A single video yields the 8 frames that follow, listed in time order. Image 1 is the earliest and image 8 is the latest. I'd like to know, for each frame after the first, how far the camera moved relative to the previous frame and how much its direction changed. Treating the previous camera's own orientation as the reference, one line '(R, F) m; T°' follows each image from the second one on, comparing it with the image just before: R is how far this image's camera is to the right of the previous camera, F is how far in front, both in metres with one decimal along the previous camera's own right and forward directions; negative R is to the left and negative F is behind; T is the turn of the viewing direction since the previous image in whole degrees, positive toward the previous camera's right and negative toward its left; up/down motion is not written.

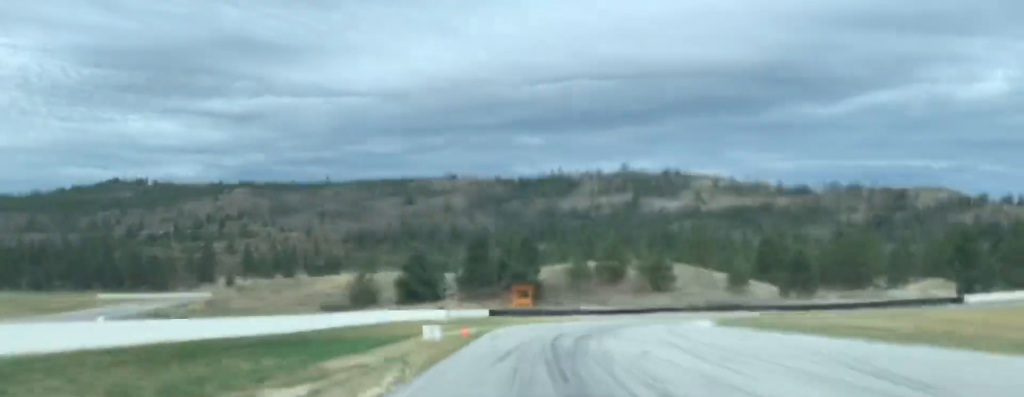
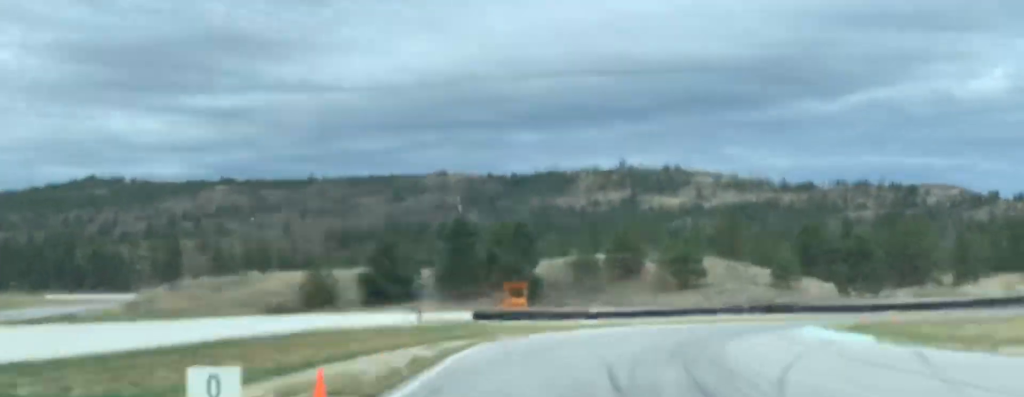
(+0.2, +22.3) m; +3°
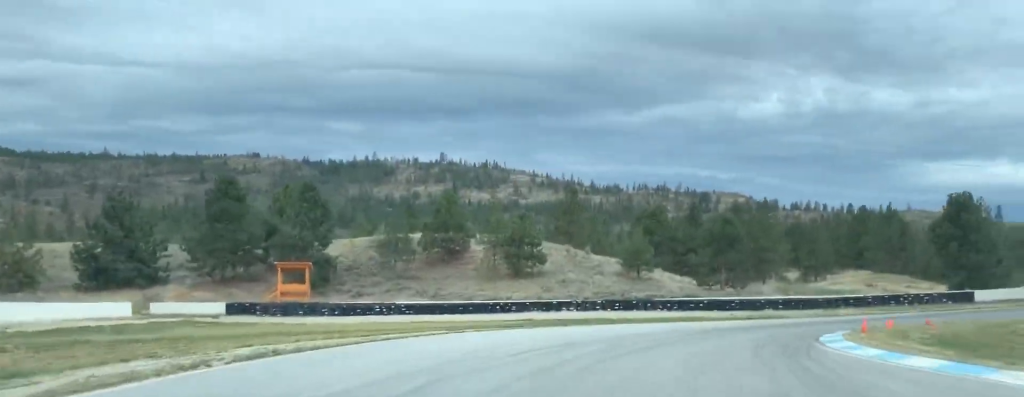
(+1.4, +28.4) m; +14°
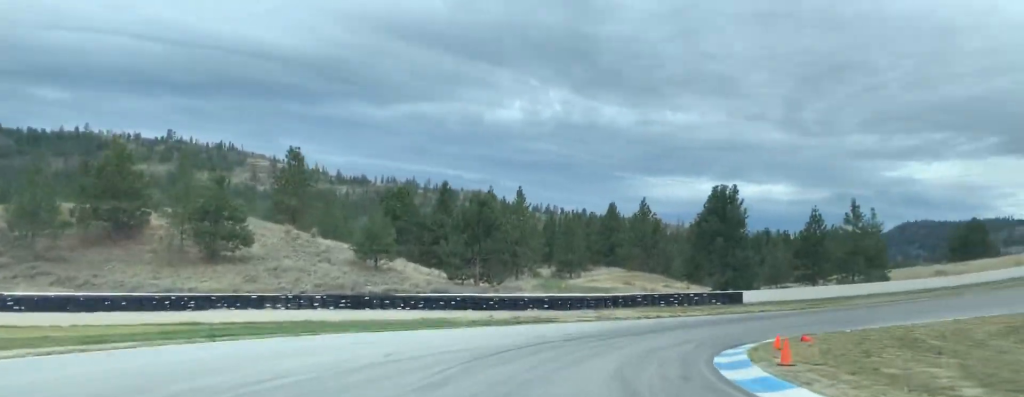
(+1.9, +17.1) m; +18°
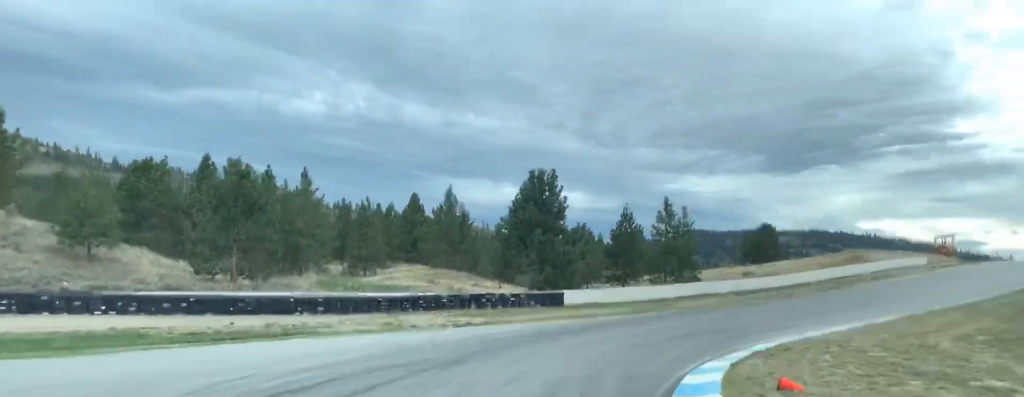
(+1.3, +12.0) m; +16°
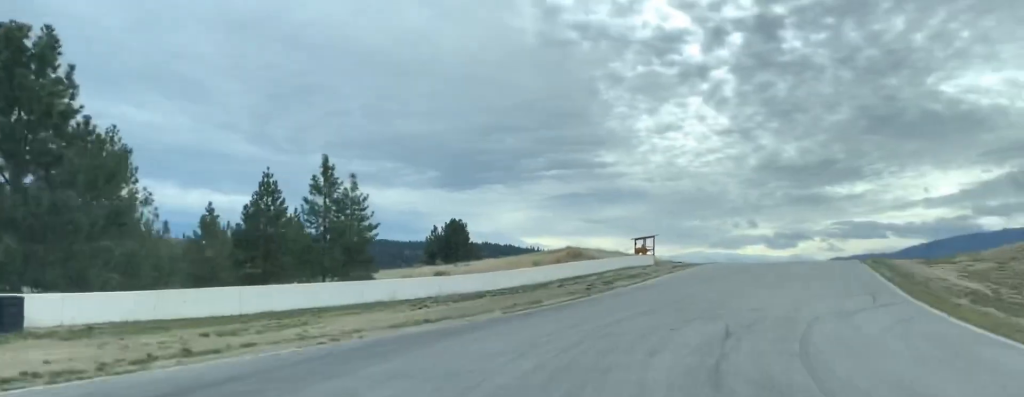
(+8.3, +28.4) m; +25°
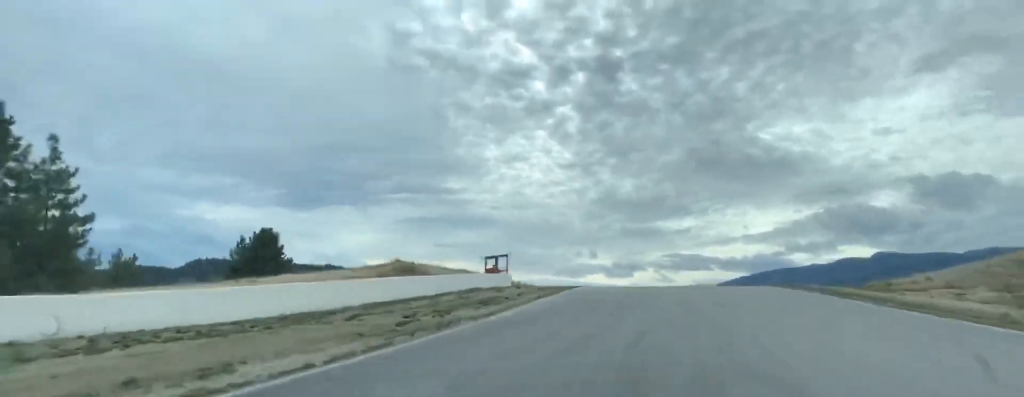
(+1.5, +18.3) m; +6°
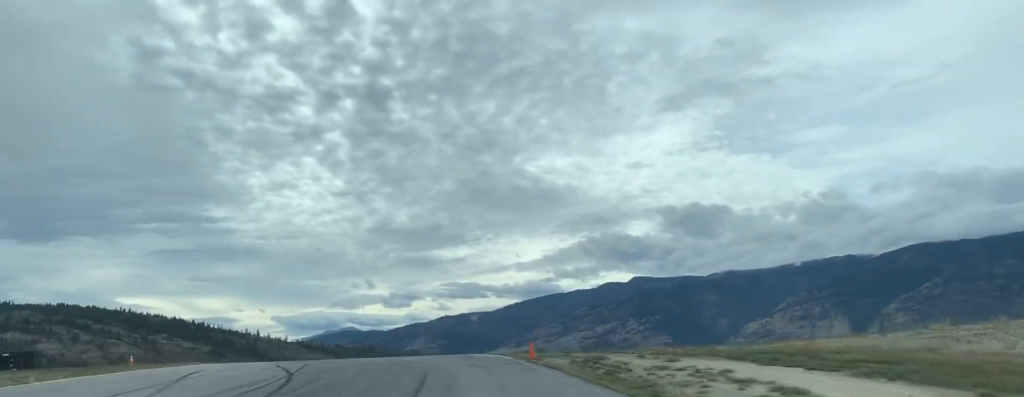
(+6.8, +52.1) m; +9°
